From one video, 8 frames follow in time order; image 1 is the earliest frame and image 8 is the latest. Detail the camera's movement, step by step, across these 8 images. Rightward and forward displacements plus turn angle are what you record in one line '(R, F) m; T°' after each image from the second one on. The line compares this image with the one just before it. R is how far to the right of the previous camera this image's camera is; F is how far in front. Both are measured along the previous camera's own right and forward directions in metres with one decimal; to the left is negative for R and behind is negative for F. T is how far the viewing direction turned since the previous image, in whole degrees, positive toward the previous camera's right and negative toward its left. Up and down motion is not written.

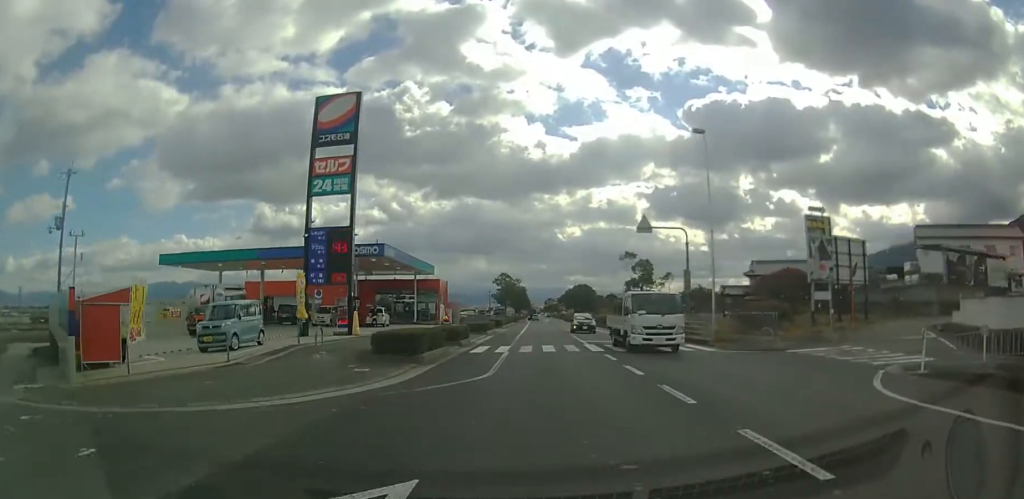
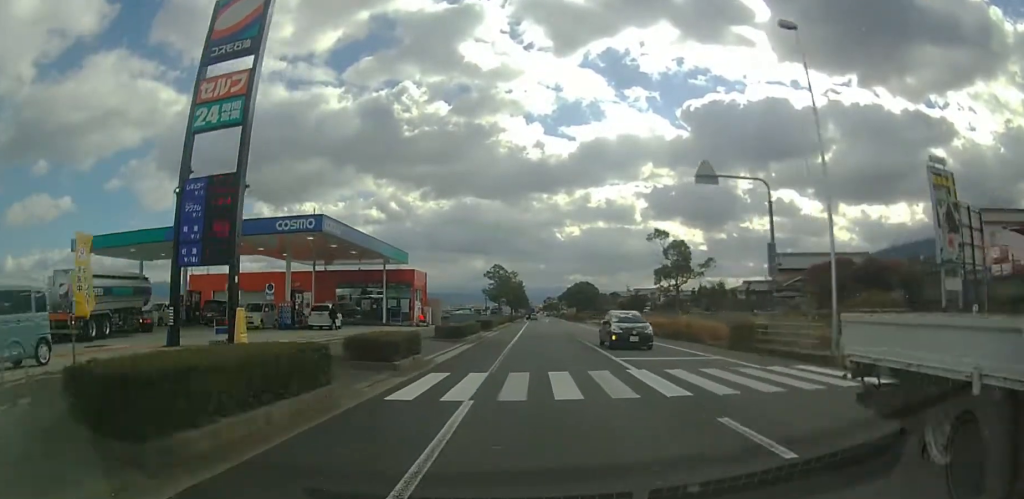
(0.0, +11.5) m; 0°
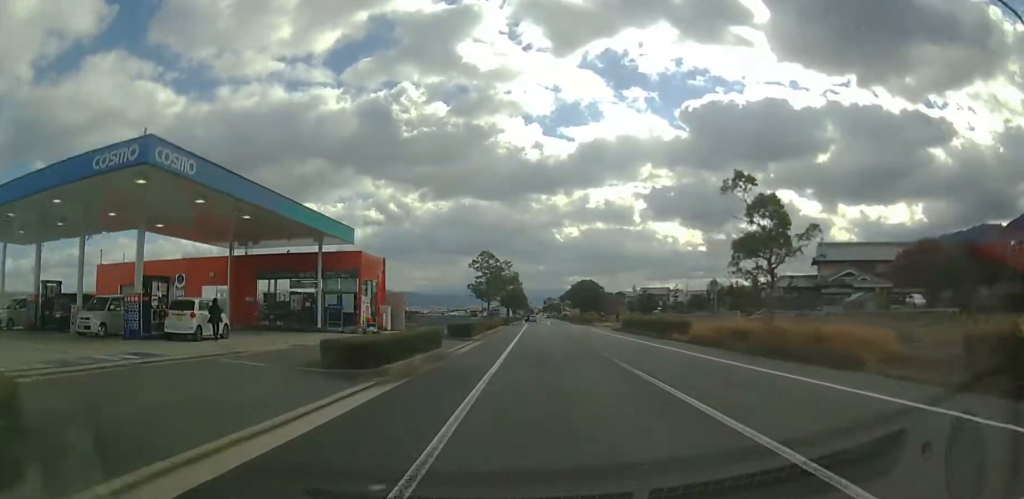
(+0.1, +14.2) m; 0°
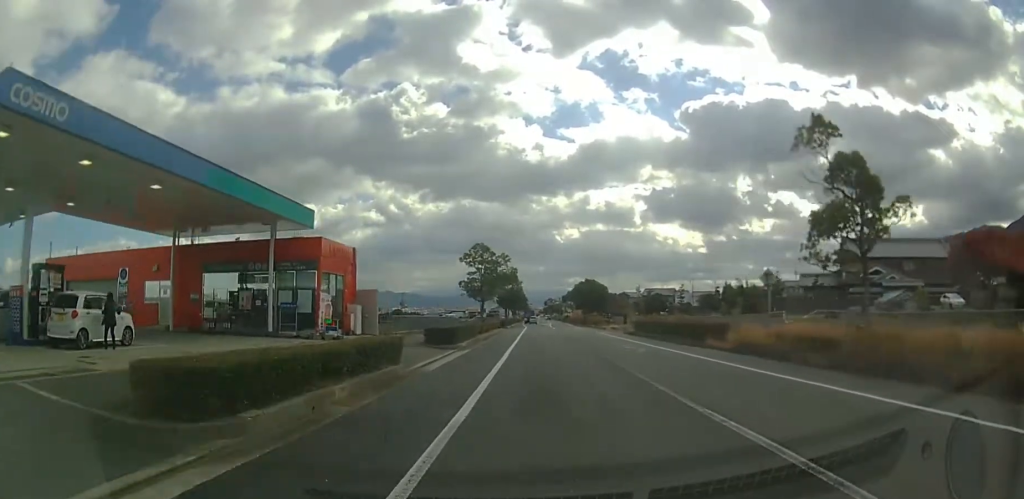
(+0.1, +6.6) m; 0°
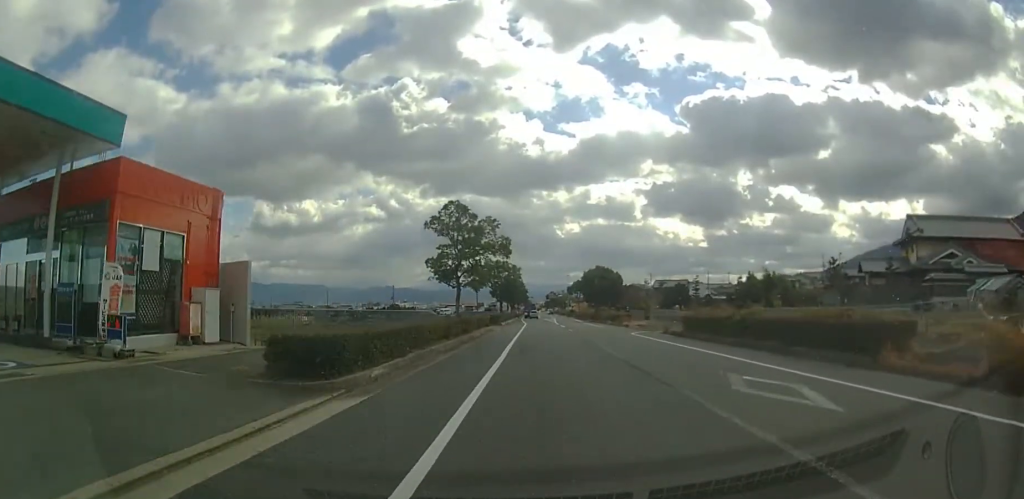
(-0.1, +14.7) m; 0°
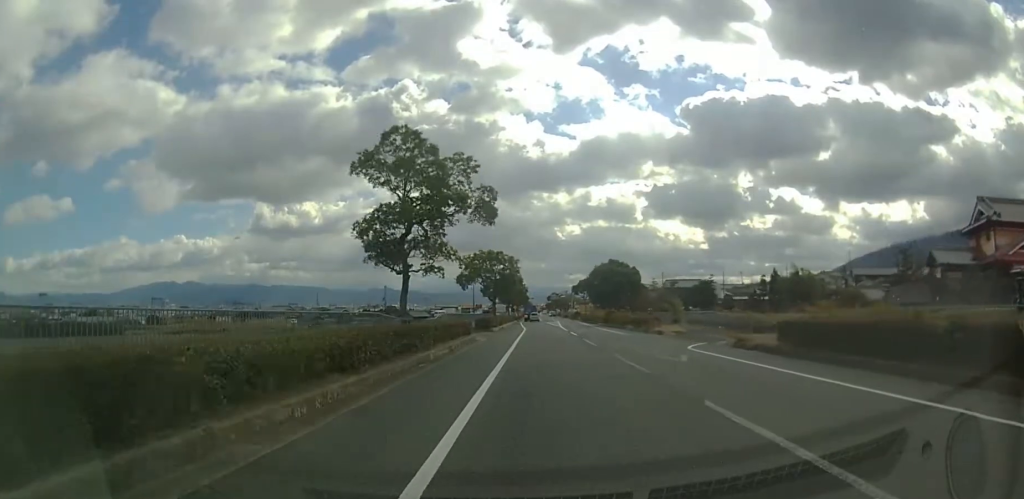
(0.0, +12.1) m; 0°
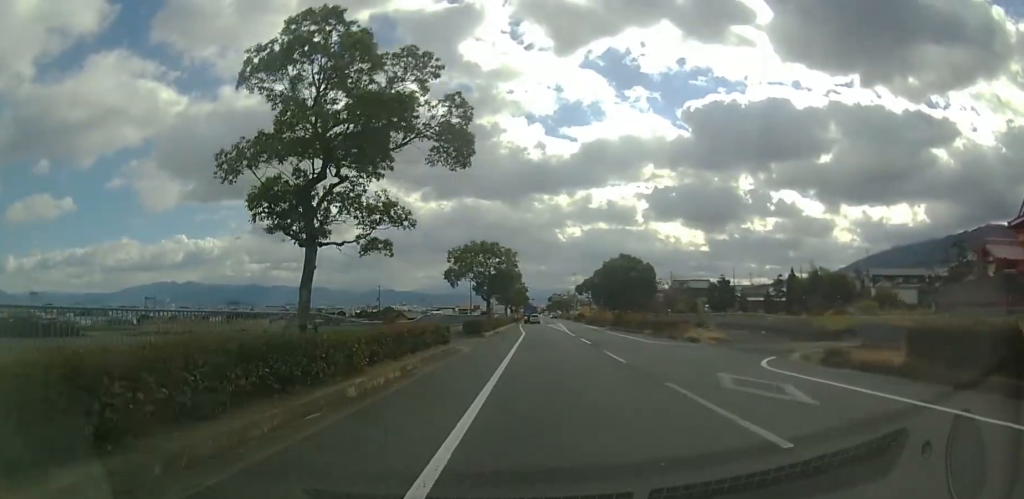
(0.0, +7.9) m; 0°
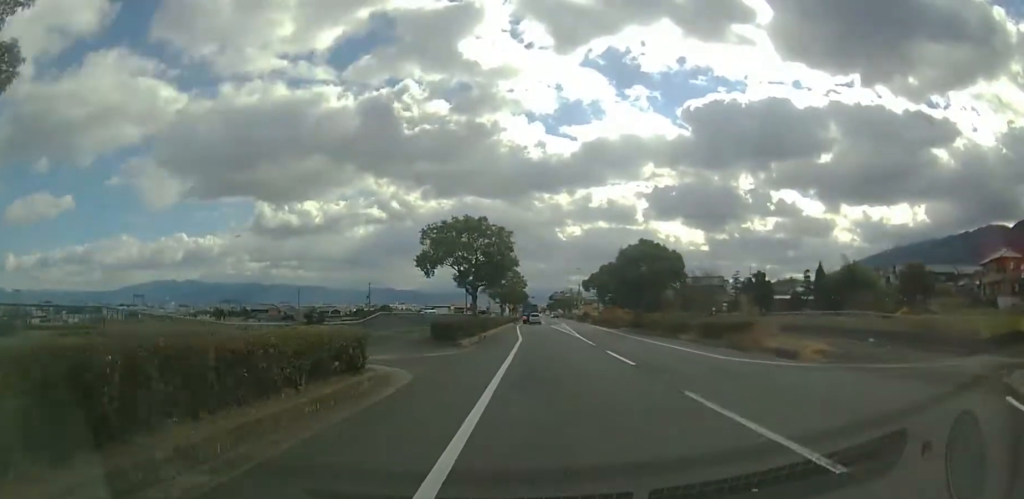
(0.0, +11.2) m; 0°
